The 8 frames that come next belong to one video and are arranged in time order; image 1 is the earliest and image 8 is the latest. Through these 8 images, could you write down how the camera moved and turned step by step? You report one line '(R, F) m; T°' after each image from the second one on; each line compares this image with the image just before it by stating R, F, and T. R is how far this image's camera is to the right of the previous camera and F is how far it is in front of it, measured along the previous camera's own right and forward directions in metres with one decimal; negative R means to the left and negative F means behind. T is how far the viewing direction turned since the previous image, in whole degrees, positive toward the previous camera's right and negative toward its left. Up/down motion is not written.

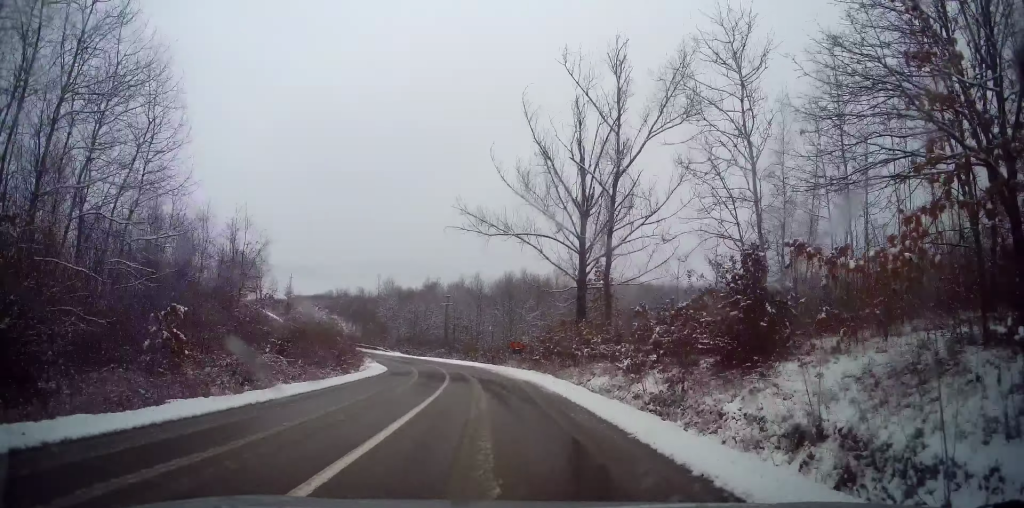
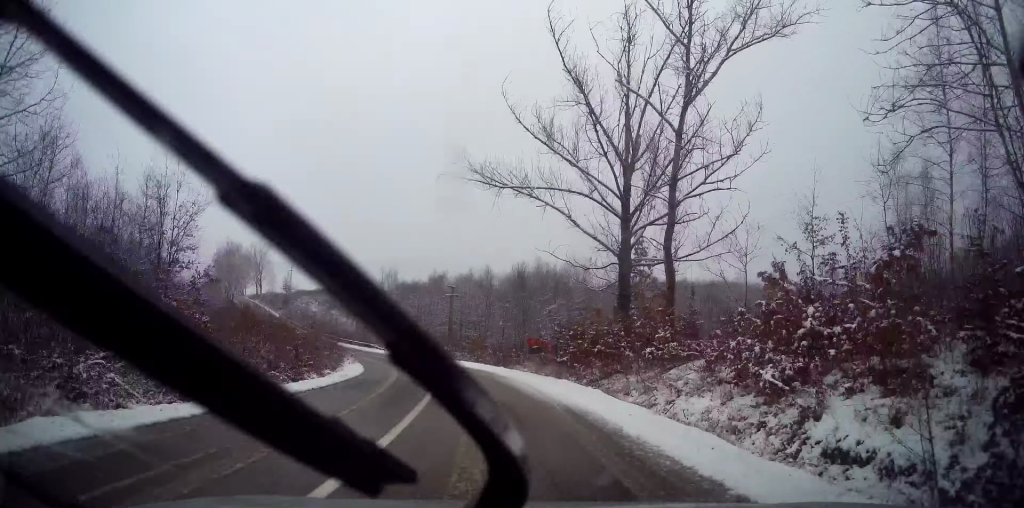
(-0.6, +9.6) m; -2°
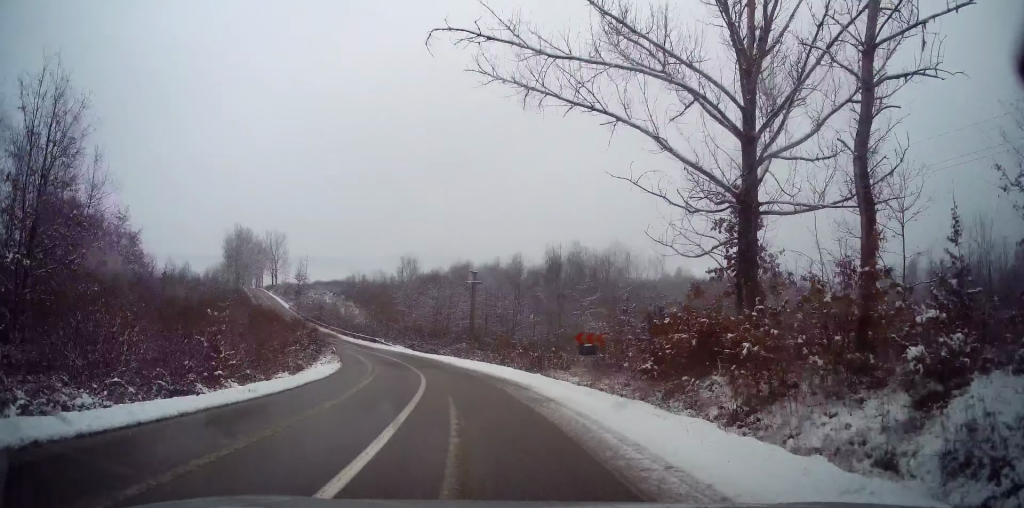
(-0.2, +11.1) m; -1°
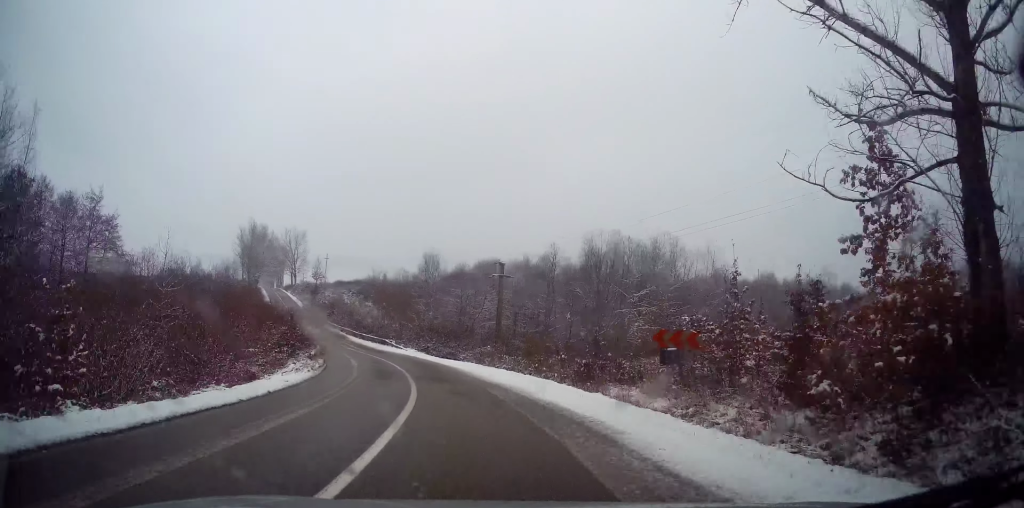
(+0.2, +8.3) m; 0°
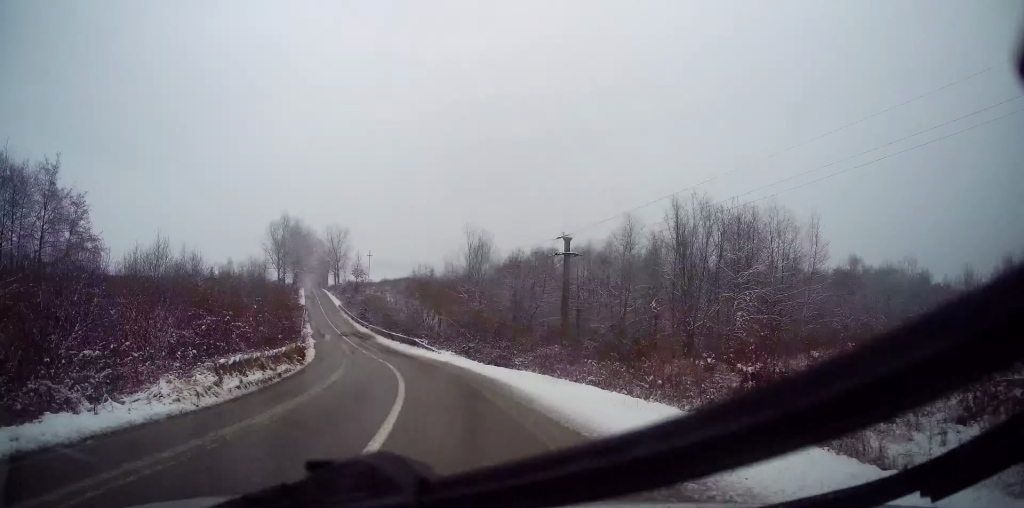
(-0.4, +11.7) m; -7°
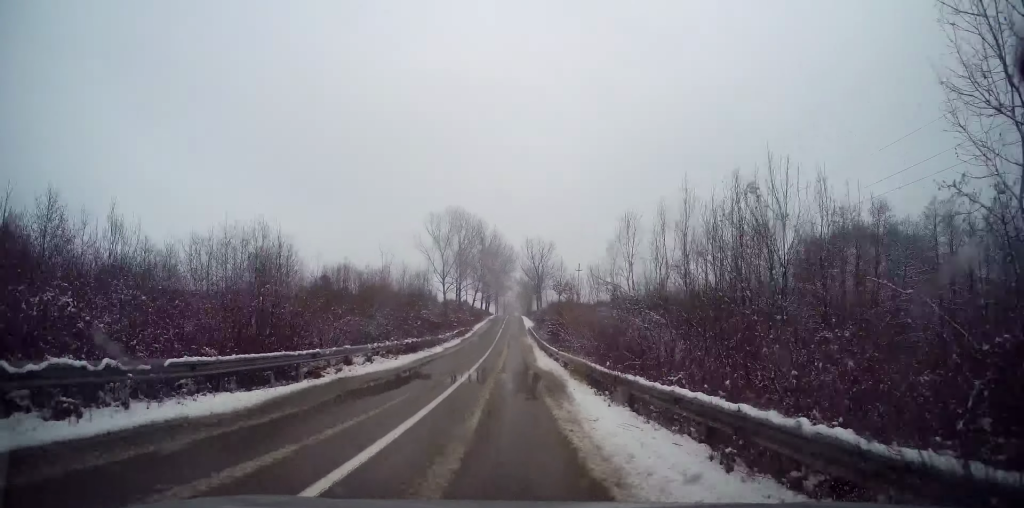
(-6.7, +33.1) m; -20°
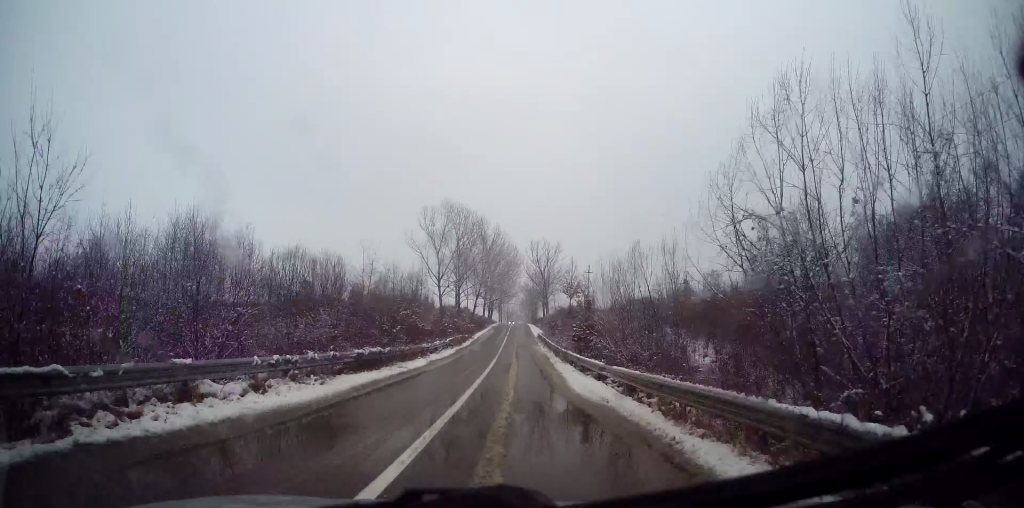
(-0.4, +9.9) m; -2°
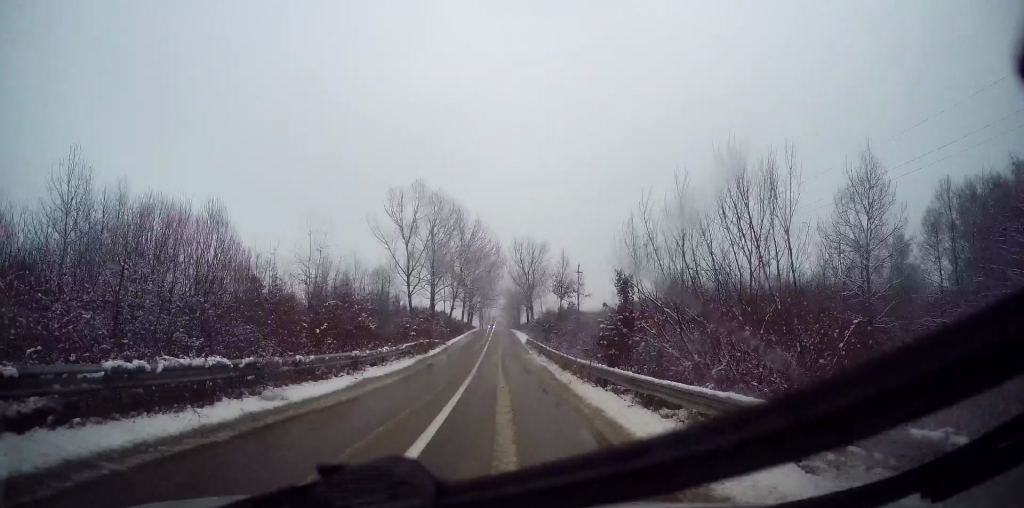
(-0.1, +10.4) m; -1°
